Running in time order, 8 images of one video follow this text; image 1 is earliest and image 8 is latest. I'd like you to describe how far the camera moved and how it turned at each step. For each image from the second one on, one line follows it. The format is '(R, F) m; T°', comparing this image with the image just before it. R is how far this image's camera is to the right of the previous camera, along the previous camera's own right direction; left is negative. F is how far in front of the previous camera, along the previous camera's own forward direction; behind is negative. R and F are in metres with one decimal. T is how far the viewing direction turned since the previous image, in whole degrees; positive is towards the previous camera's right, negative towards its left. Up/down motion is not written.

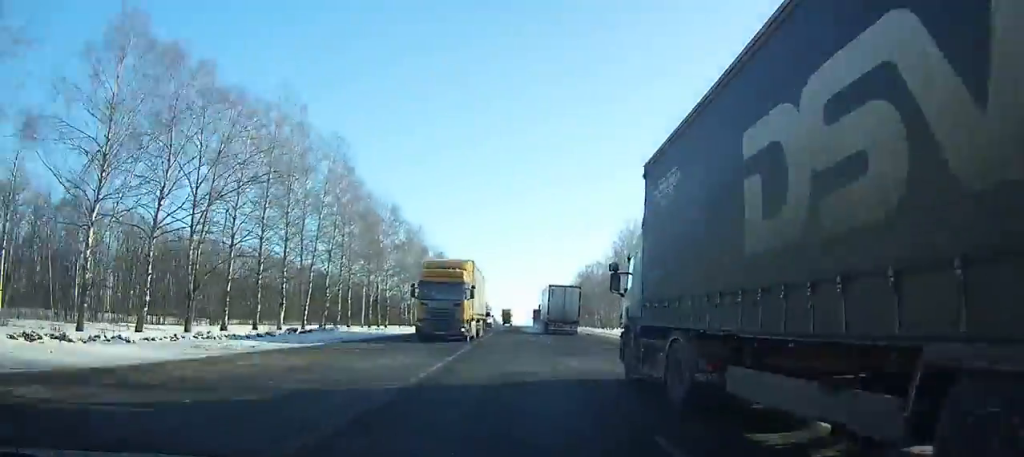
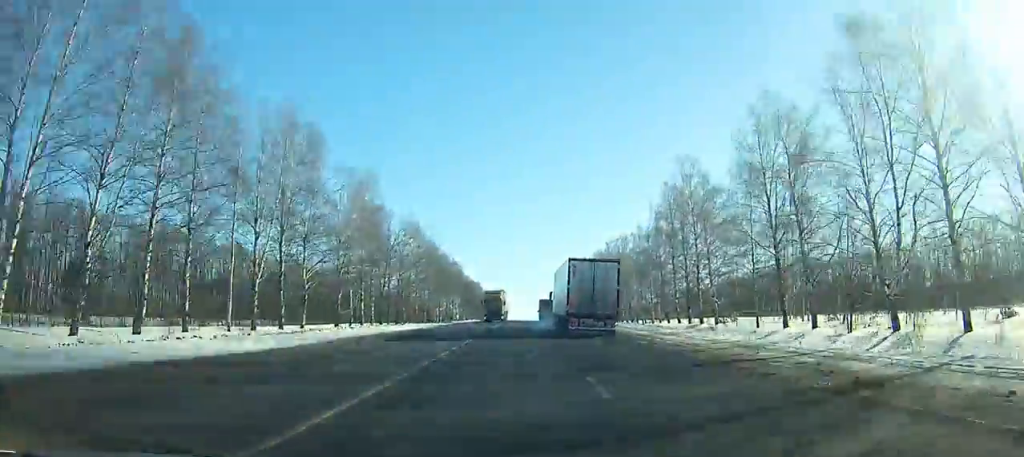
(-0.1, +42.0) m; 0°
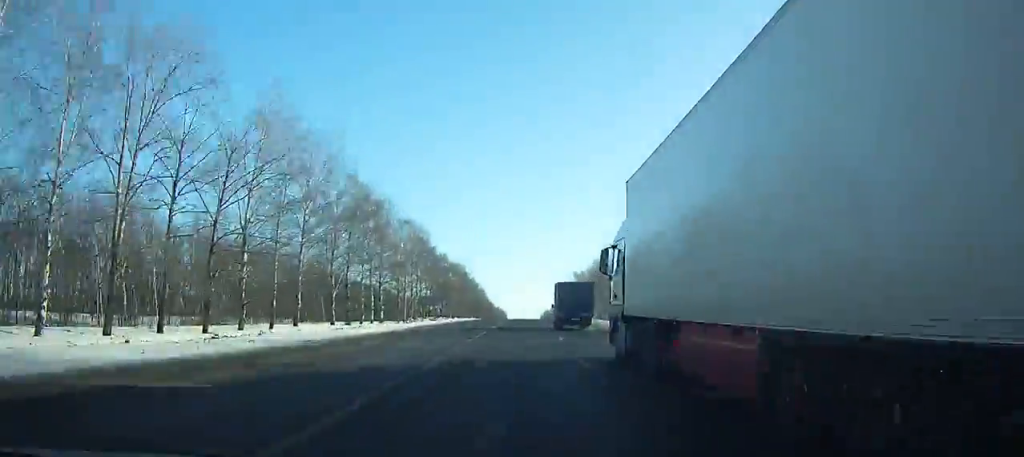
(-0.1, +68.4) m; 0°
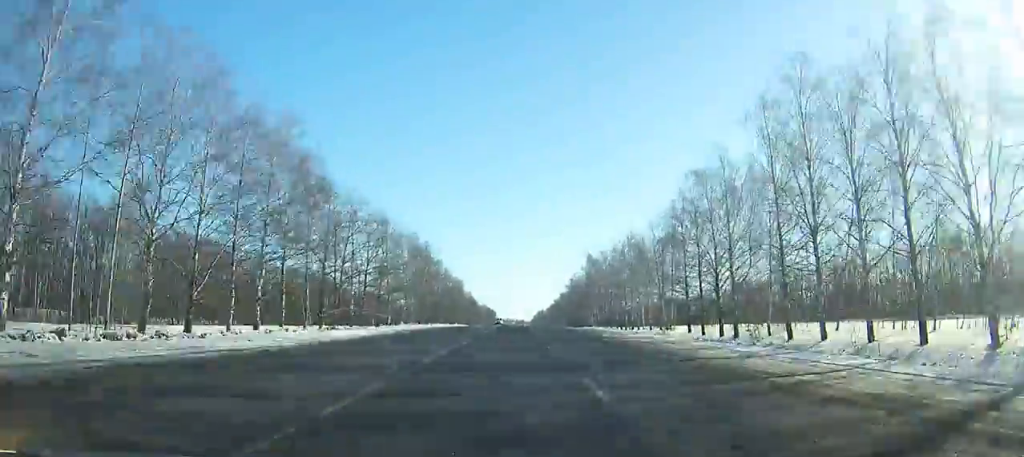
(+0.1, +73.7) m; +1°
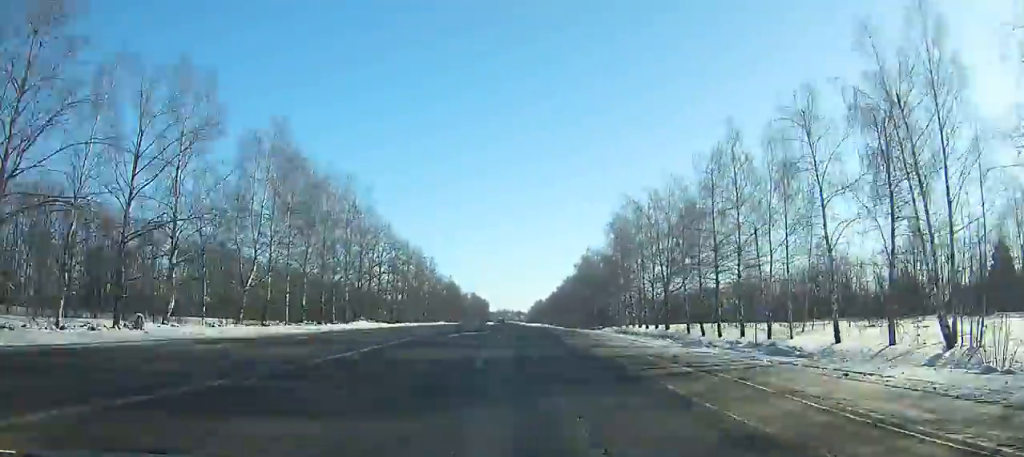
(+0.8, +65.8) m; 0°
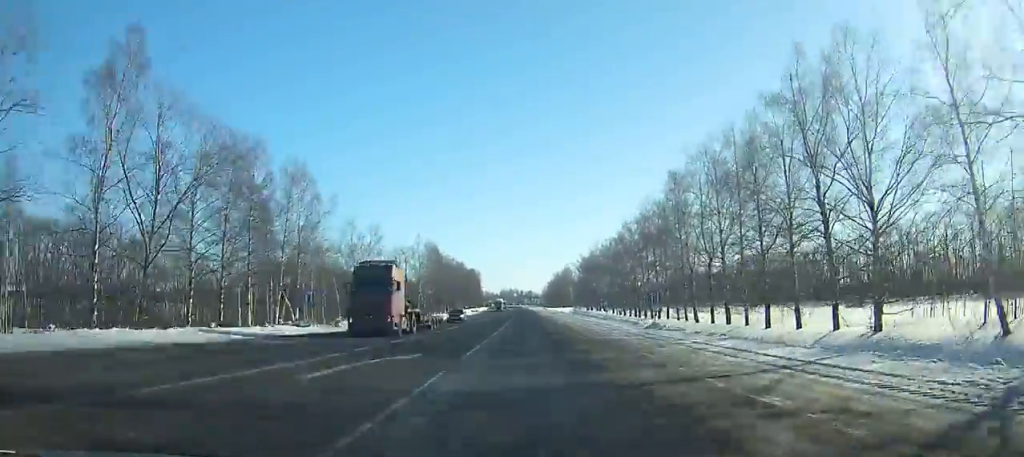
(-2.5, +201.0) m; -1°
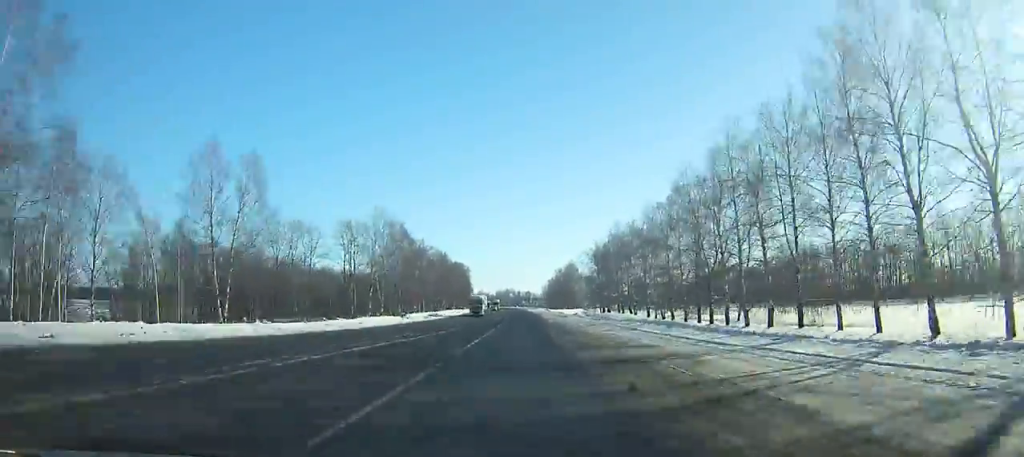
(-0.2, +45.0) m; 0°
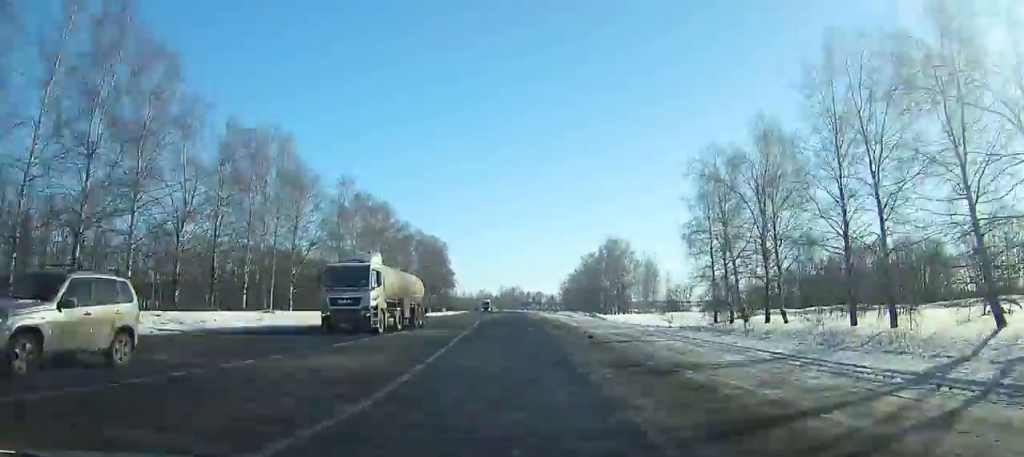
(-0.1, +99.1) m; -1°
